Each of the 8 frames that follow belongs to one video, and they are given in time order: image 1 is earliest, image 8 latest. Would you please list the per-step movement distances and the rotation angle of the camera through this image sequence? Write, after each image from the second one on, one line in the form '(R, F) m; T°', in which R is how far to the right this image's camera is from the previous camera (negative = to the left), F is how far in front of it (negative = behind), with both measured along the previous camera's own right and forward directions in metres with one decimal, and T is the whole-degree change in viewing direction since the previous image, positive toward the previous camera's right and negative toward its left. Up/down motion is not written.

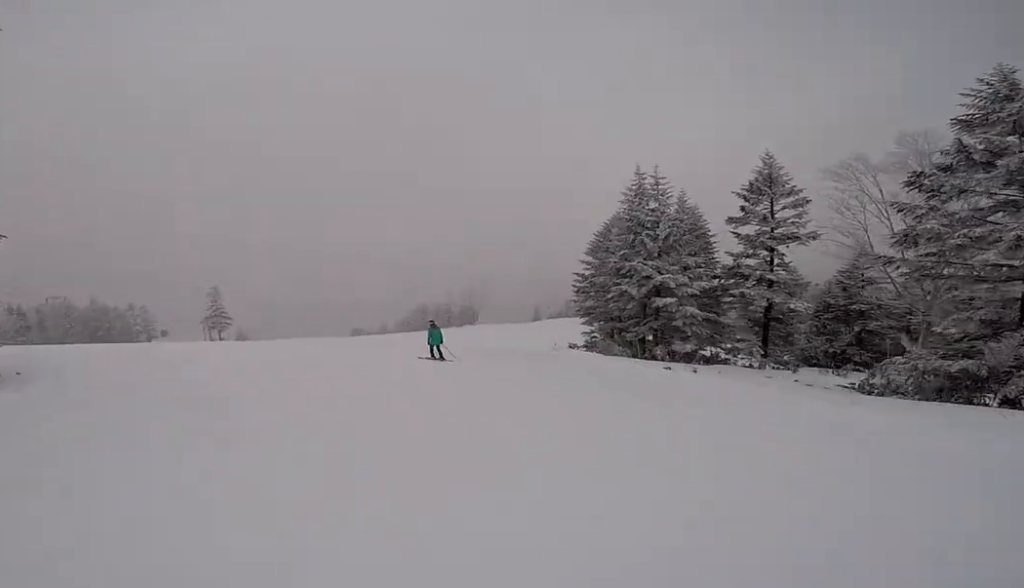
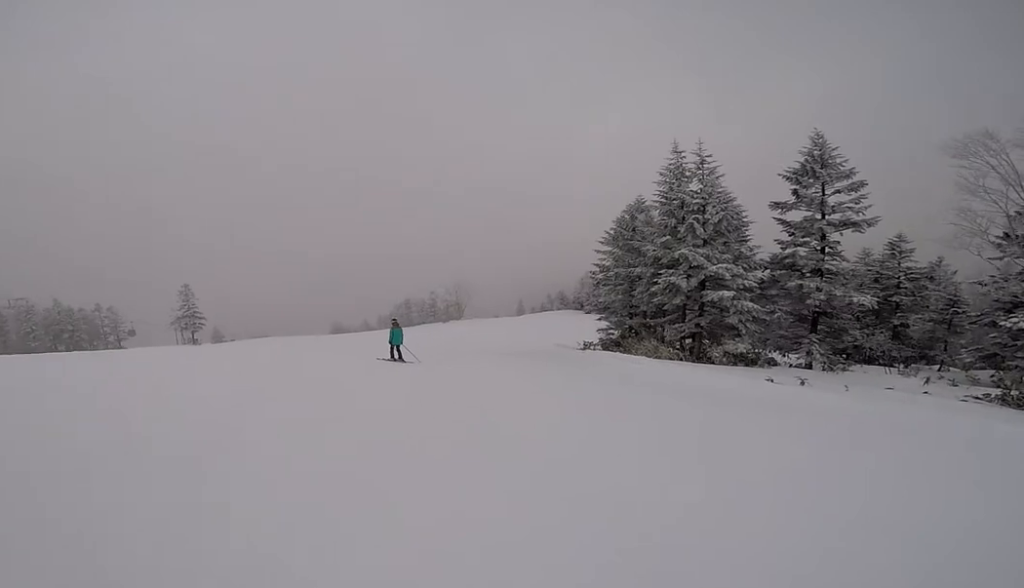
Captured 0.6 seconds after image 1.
(+0.3, +3.6) m; +7°
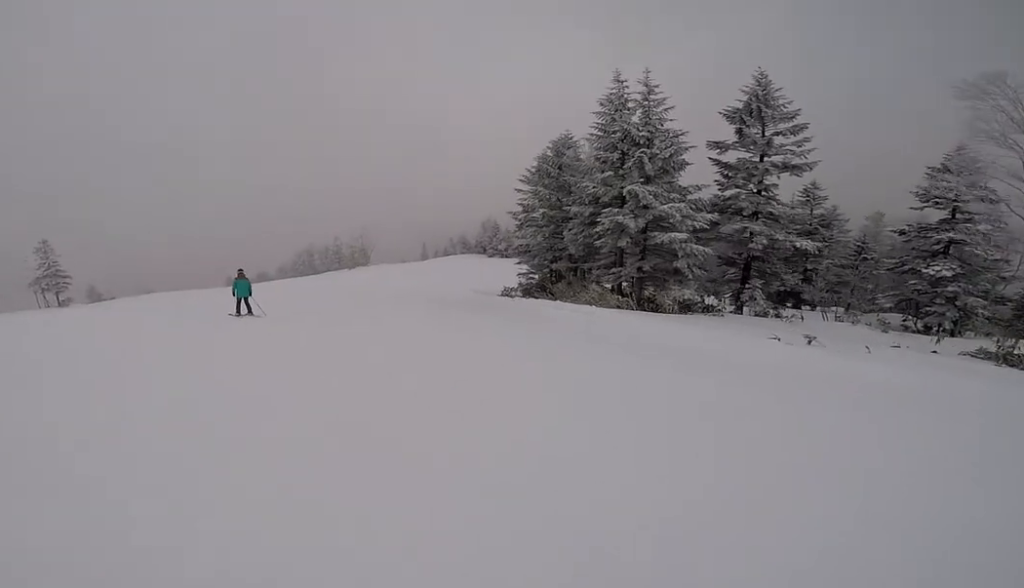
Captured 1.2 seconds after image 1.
(+0.1, +3.6) m; +1°
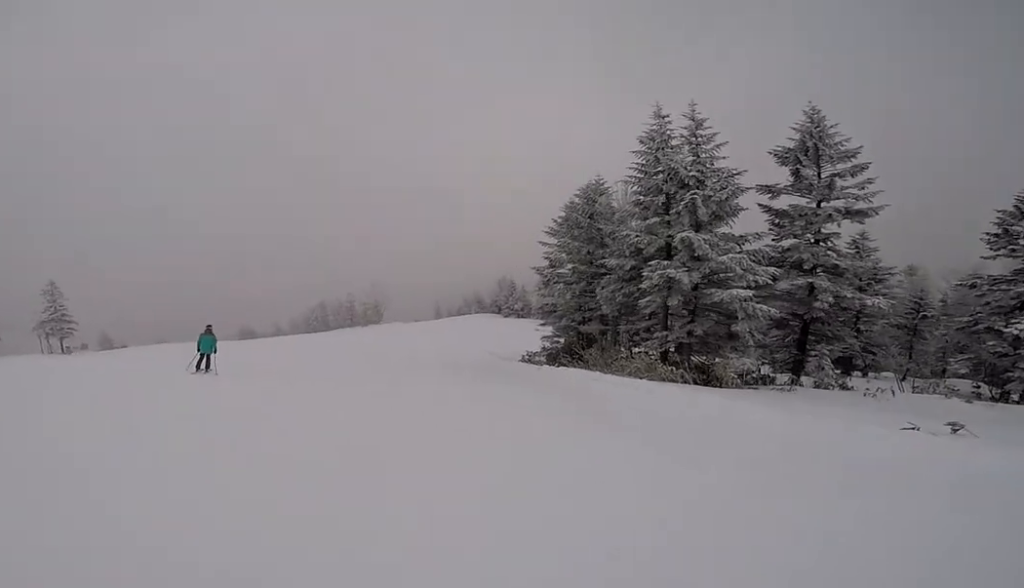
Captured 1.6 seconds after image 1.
(0.0, +2.6) m; +1°
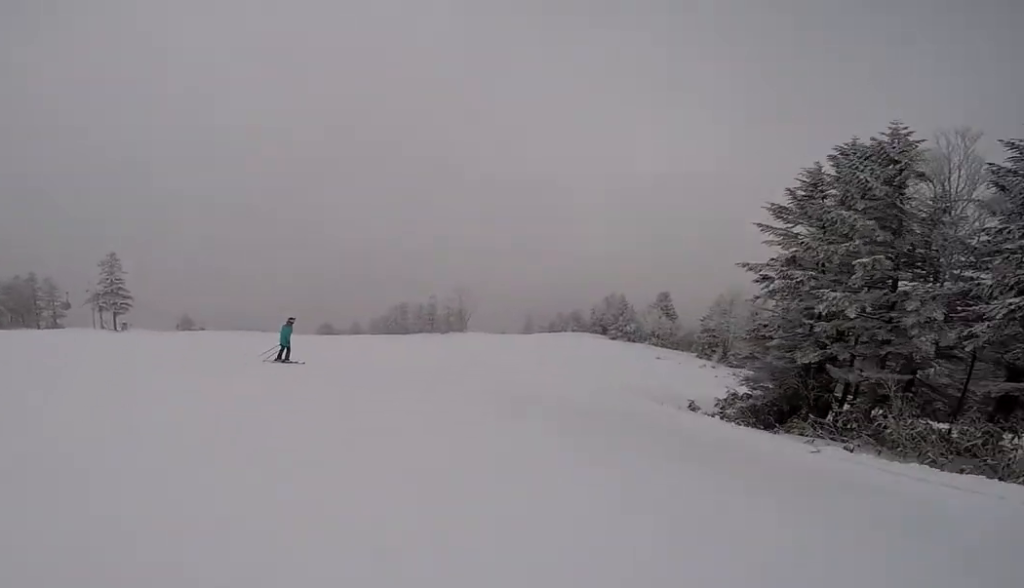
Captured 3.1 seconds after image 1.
(0.0, +9.4) m; +2°
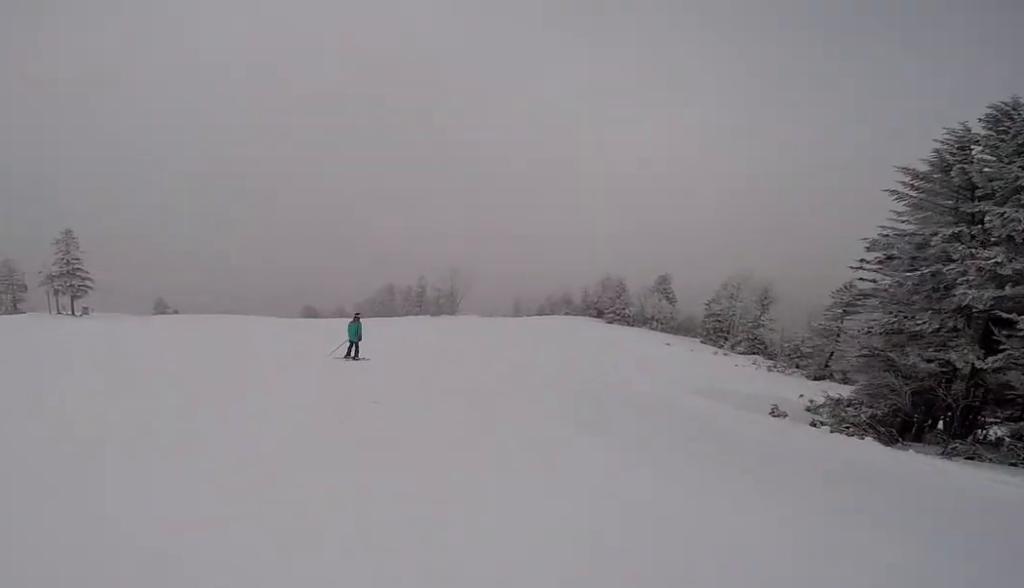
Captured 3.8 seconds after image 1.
(+0.1, +5.0) m; +5°
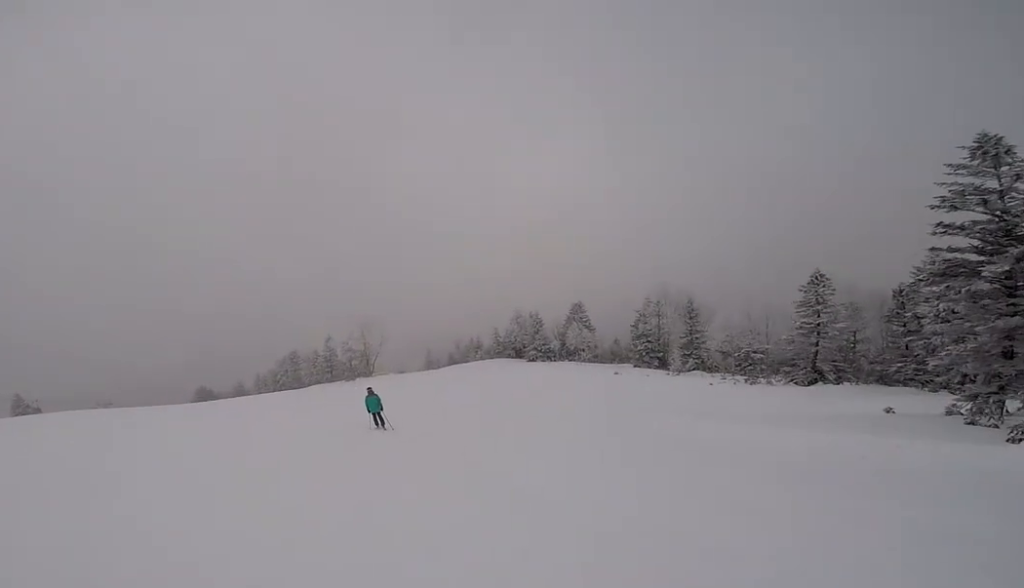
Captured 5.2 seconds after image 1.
(+1.0, +9.7) m; +6°
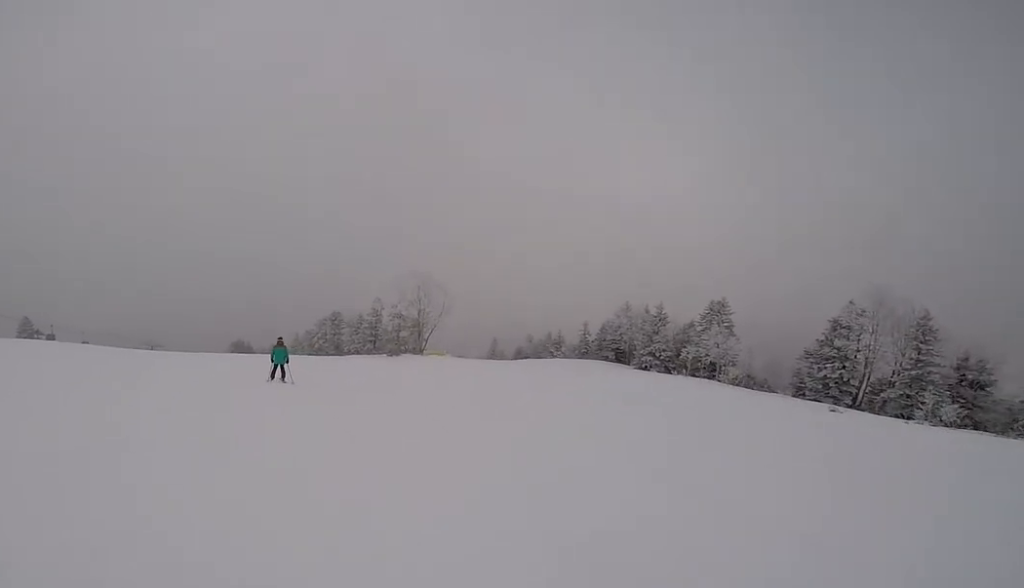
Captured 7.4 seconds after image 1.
(-3.0, +16.4) m; -30°
